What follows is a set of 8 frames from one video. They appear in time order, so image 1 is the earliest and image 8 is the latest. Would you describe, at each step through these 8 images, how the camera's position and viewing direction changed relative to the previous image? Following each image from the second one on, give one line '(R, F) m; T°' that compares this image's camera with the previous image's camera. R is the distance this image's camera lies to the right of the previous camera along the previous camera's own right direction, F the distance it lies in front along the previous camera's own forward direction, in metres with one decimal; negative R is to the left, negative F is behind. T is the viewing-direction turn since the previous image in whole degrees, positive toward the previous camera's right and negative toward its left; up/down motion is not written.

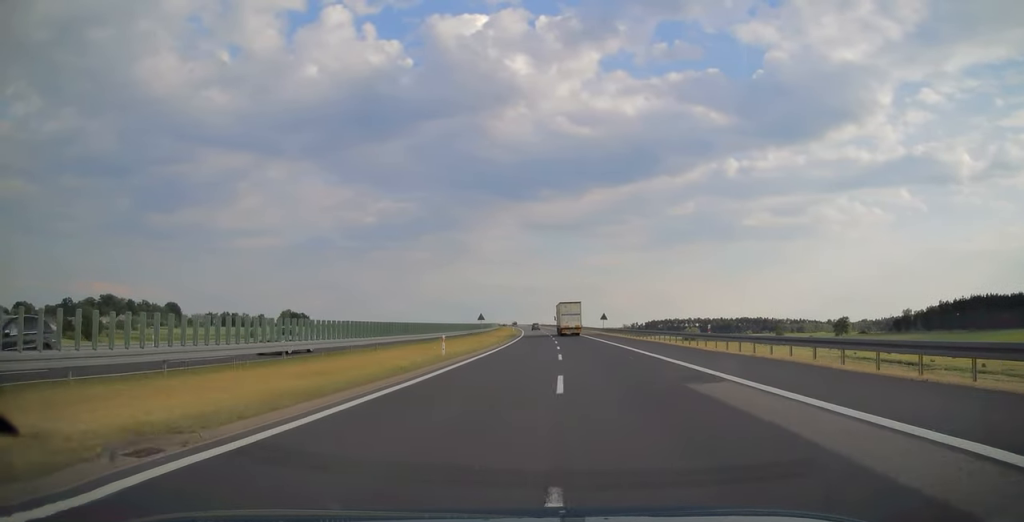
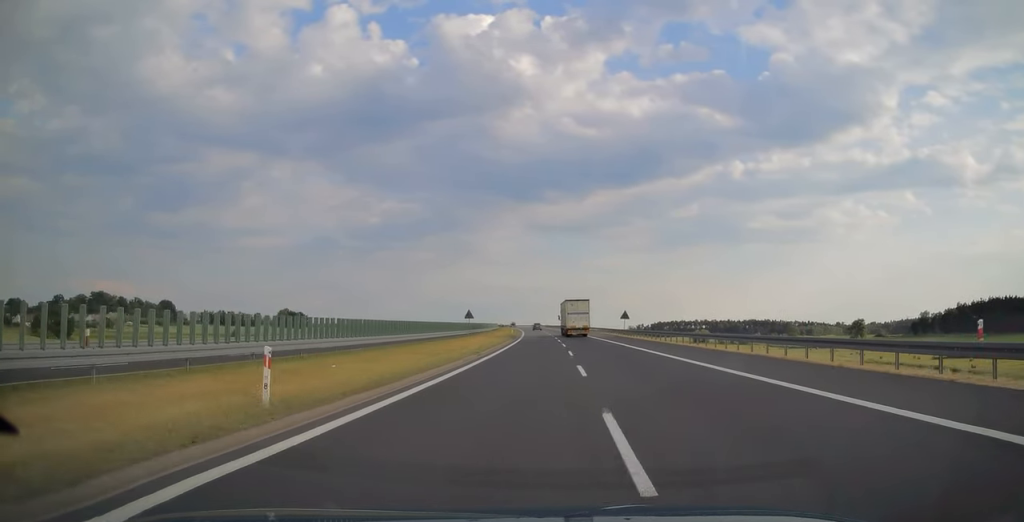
(-0.1, +19.8) m; -1°
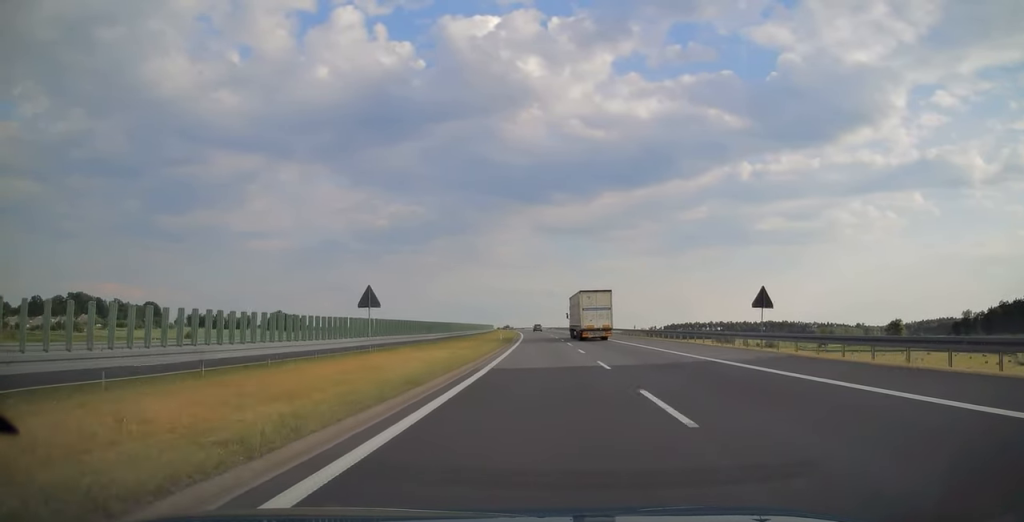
(-0.7, +44.8) m; -1°
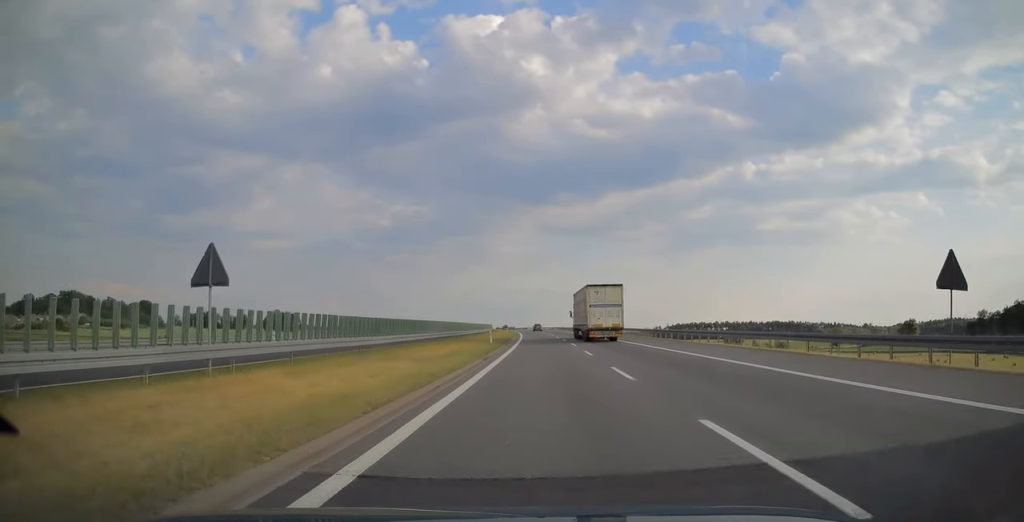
(0.0, +14.7) m; 0°
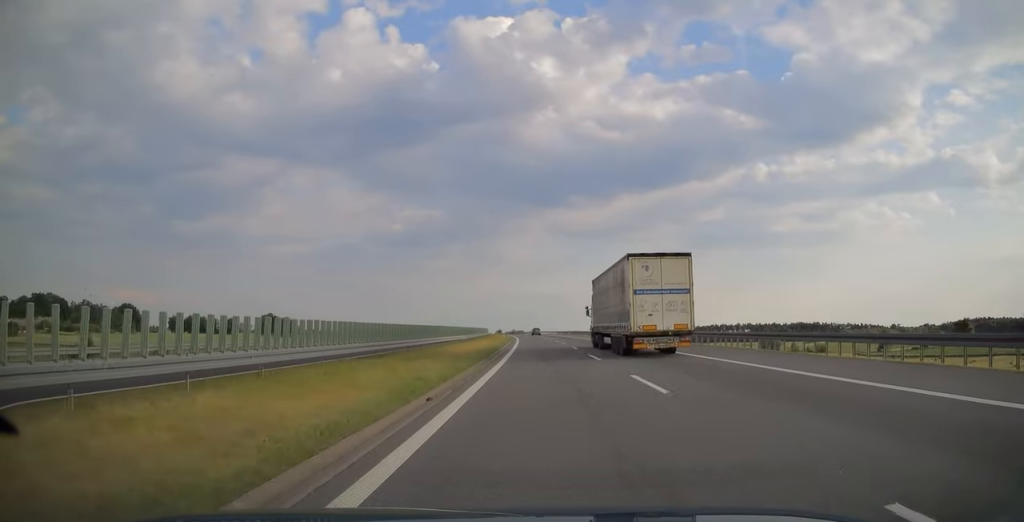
(-0.3, +51.2) m; -1°
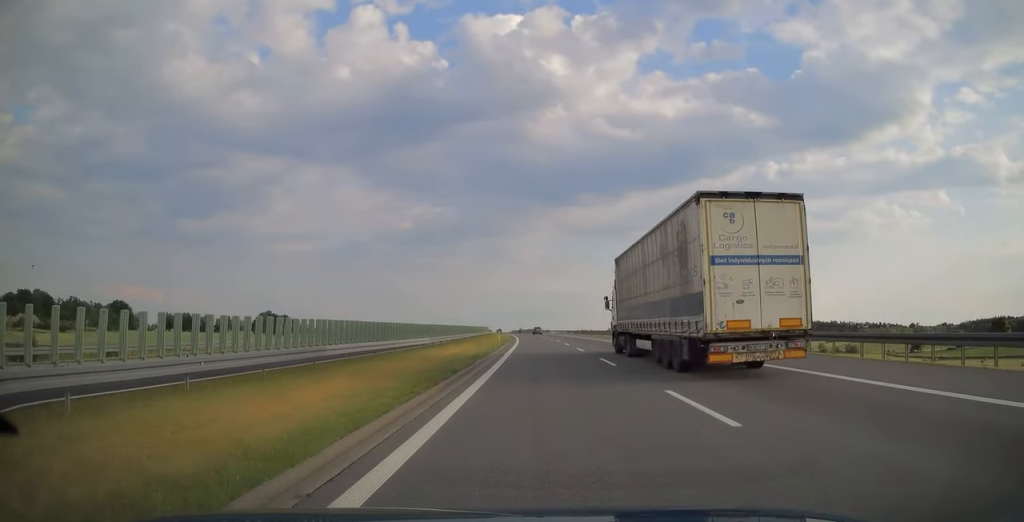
(-0.2, +28.4) m; -1°
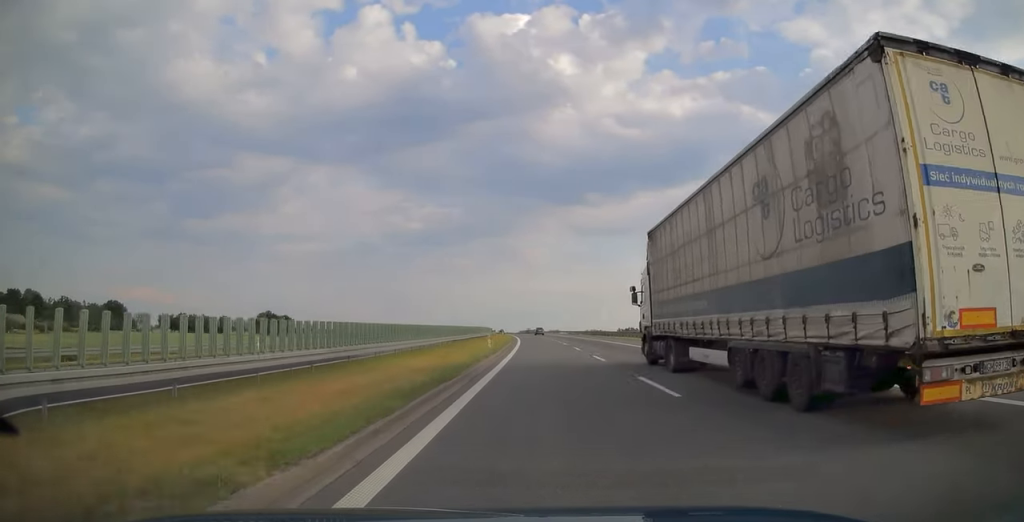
(-0.1, +21.0) m; -1°
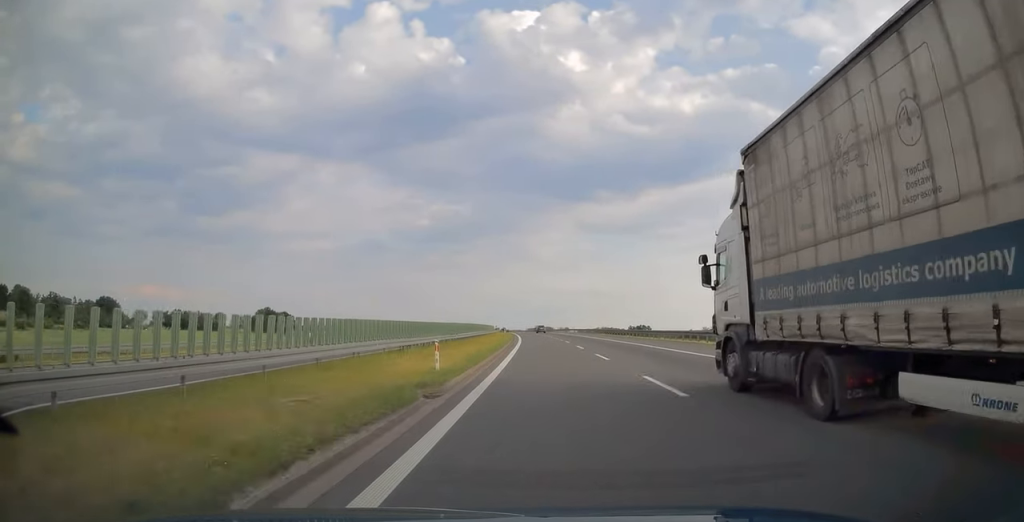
(-0.2, +24.2) m; -1°
